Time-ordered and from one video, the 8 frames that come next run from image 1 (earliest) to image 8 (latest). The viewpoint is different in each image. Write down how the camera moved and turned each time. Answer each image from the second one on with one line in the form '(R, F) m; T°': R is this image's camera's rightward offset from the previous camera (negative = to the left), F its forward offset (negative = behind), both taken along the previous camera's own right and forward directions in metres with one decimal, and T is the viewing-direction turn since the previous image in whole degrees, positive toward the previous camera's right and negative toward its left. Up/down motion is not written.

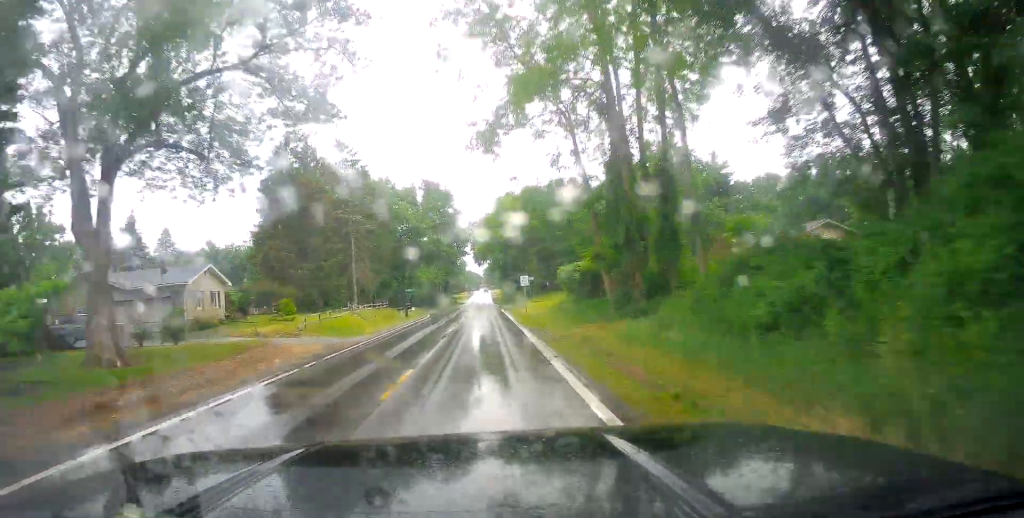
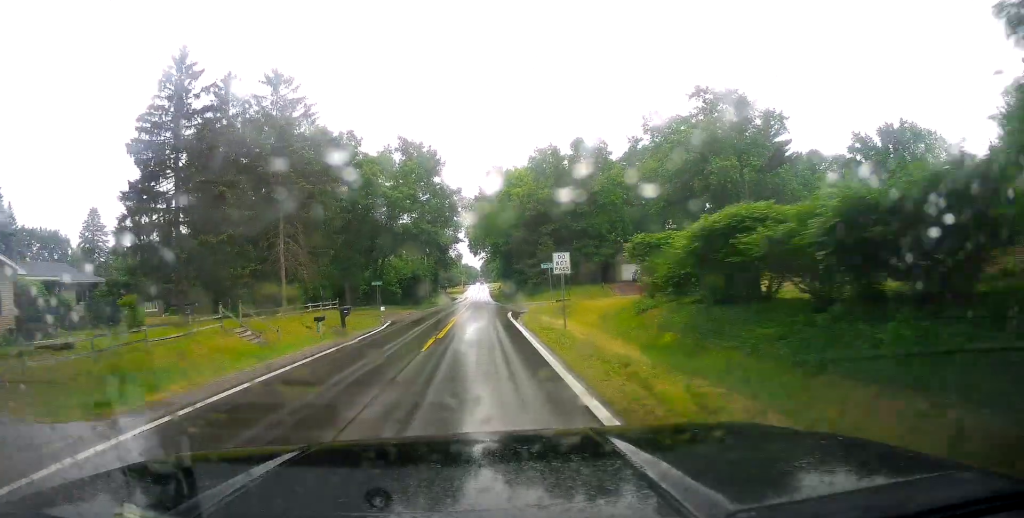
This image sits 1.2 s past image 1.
(-0.6, +23.5) m; -2°
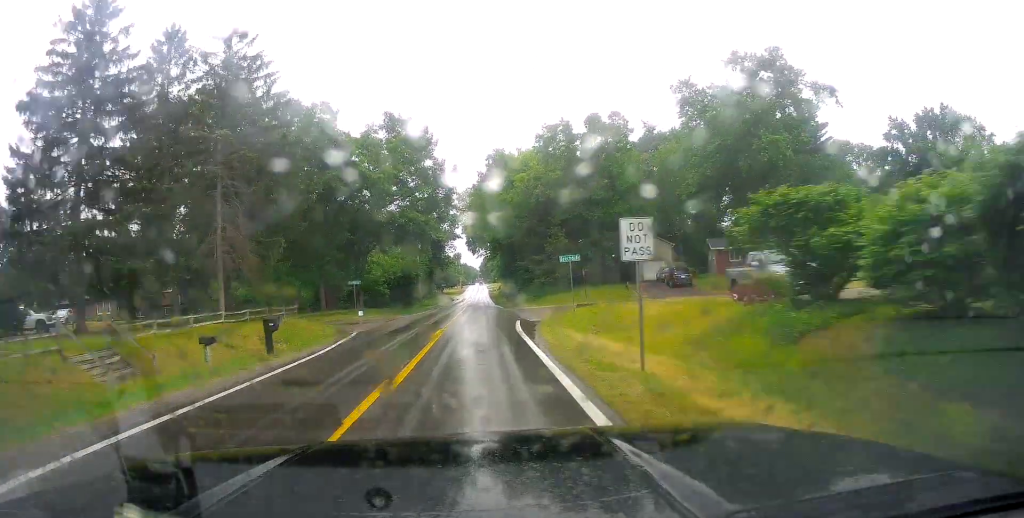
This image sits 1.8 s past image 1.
(-0.2, +10.6) m; +1°
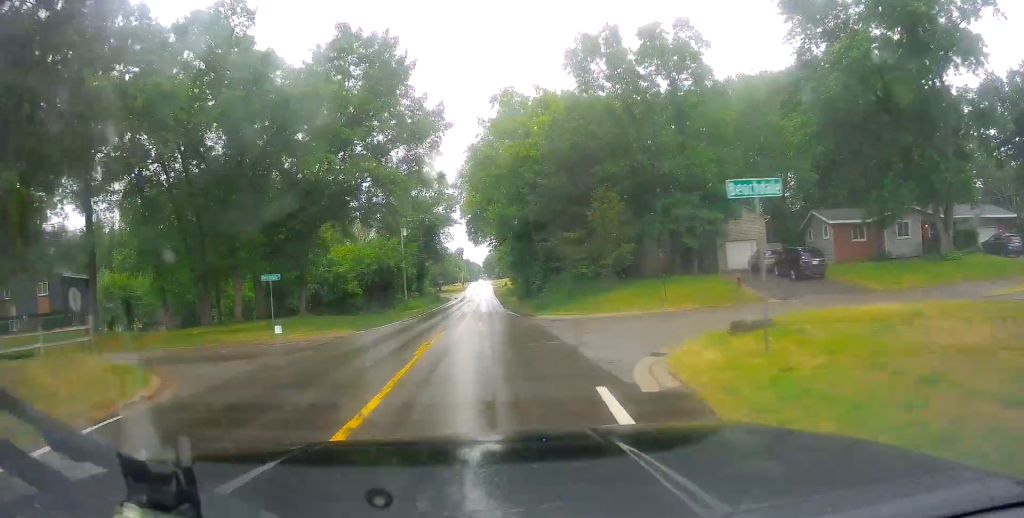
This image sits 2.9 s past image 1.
(+0.7, +21.8) m; +3°
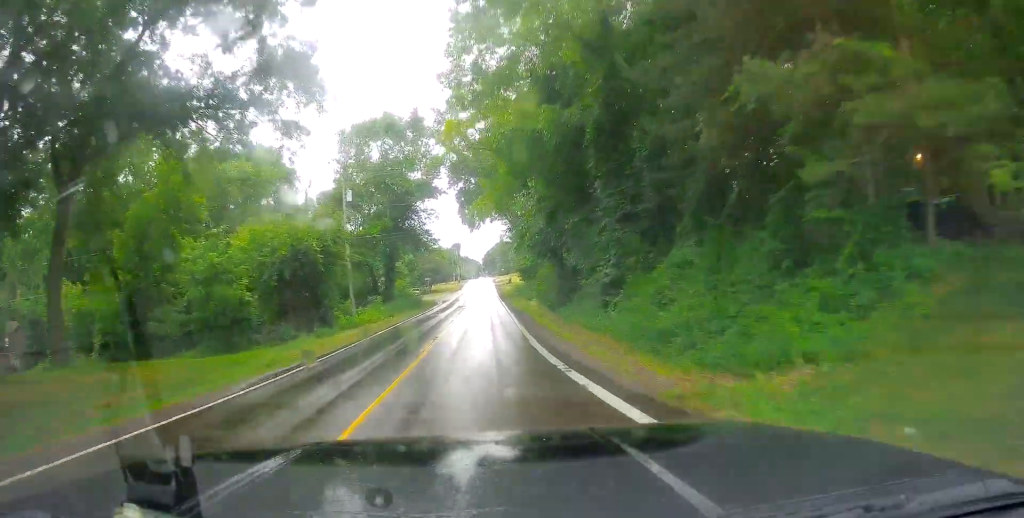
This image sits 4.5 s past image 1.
(-0.8, +29.6) m; -3°
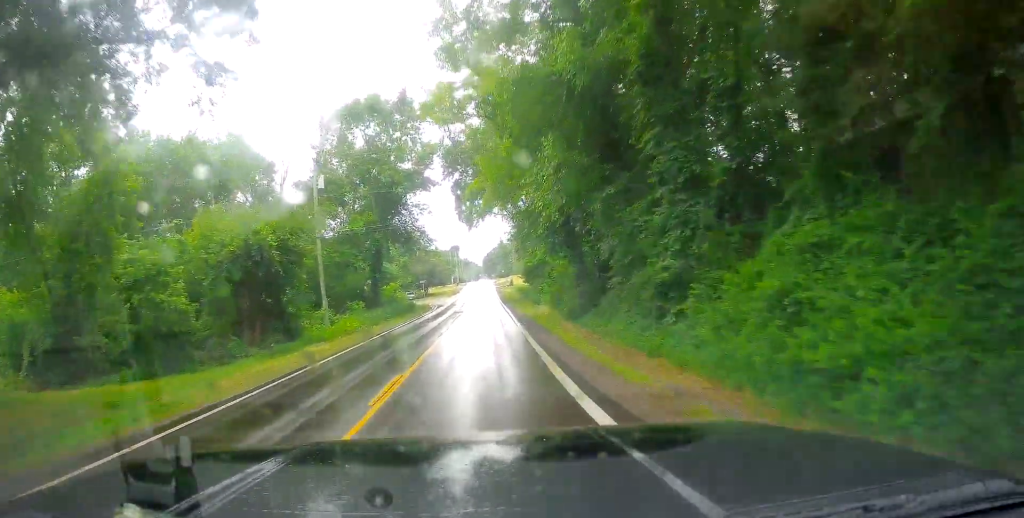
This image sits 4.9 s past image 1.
(-0.3, +7.4) m; 0°
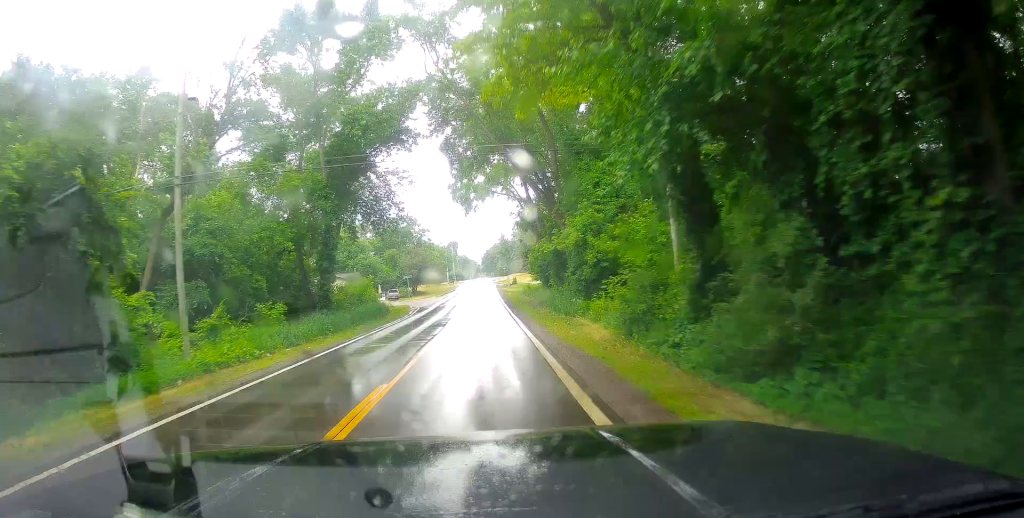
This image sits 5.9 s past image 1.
(+0.3, +17.1) m; 0°
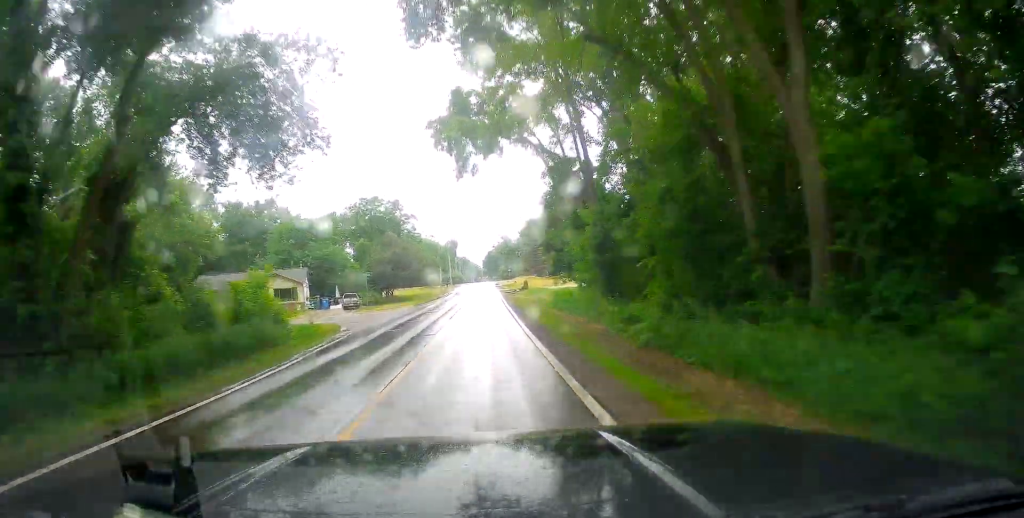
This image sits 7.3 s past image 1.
(0.0, +27.4) m; +1°
